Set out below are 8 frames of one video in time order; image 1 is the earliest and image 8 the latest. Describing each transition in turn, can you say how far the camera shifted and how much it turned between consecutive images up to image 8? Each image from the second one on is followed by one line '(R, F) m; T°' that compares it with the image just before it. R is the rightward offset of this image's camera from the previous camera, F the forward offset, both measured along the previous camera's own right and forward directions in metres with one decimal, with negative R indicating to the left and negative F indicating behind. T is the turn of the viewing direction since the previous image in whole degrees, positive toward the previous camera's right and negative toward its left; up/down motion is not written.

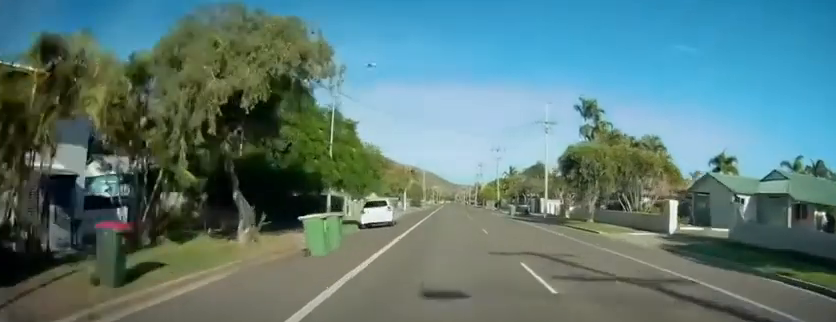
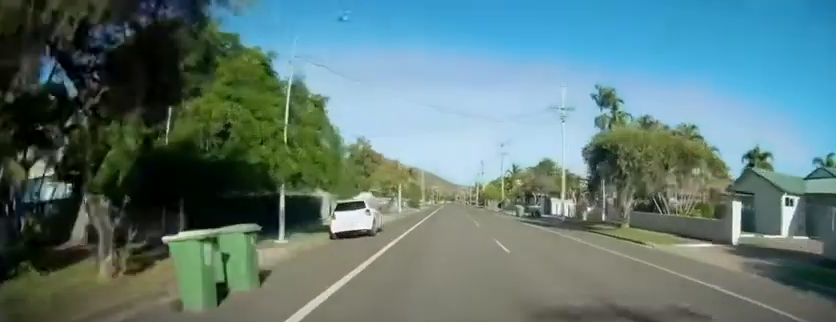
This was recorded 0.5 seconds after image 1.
(0.0, +6.4) m; 0°
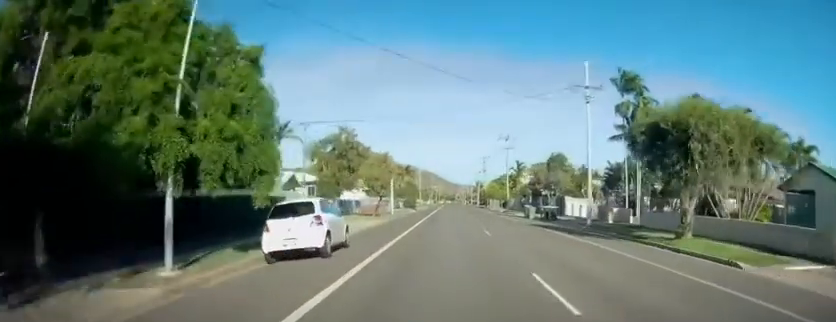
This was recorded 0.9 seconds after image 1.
(0.0, +6.1) m; 0°
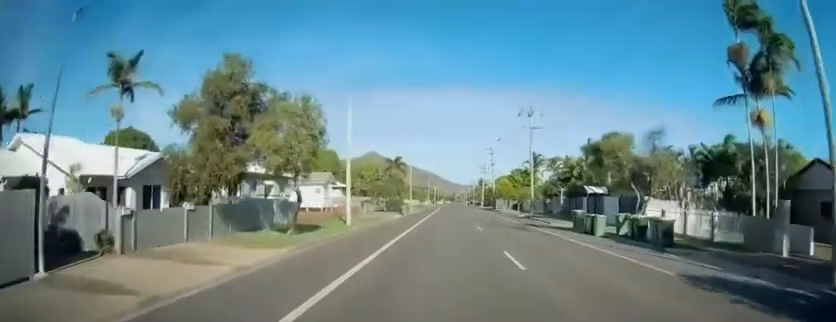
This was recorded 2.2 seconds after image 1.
(-0.2, +19.5) m; -1°
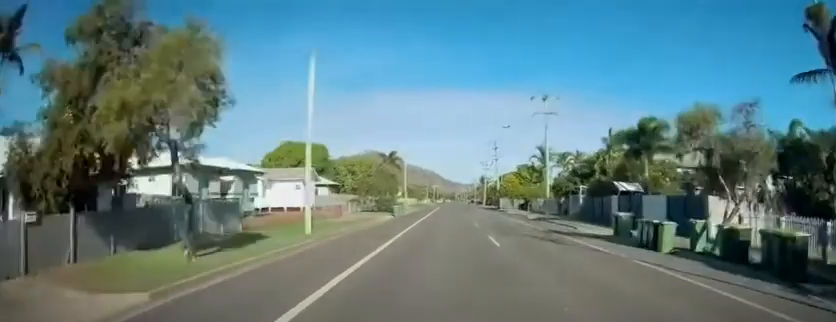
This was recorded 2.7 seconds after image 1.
(0.0, +7.6) m; 0°
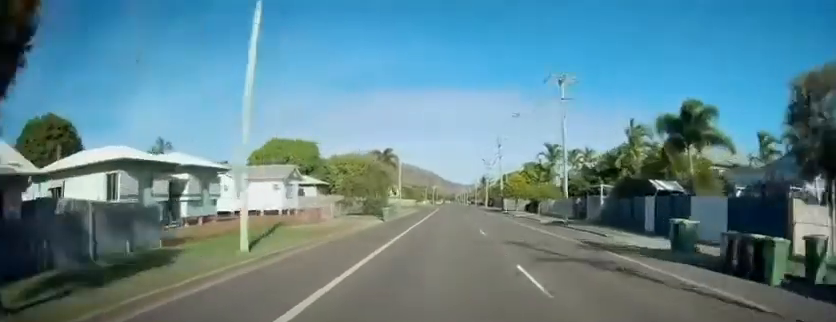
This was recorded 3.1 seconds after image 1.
(0.0, +6.2) m; 0°
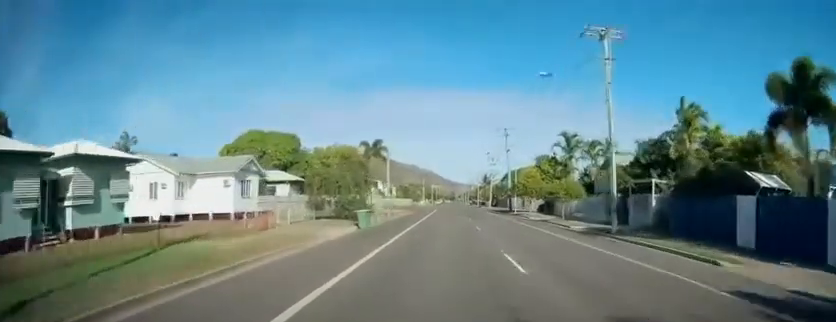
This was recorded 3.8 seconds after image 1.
(0.0, +9.9) m; 0°
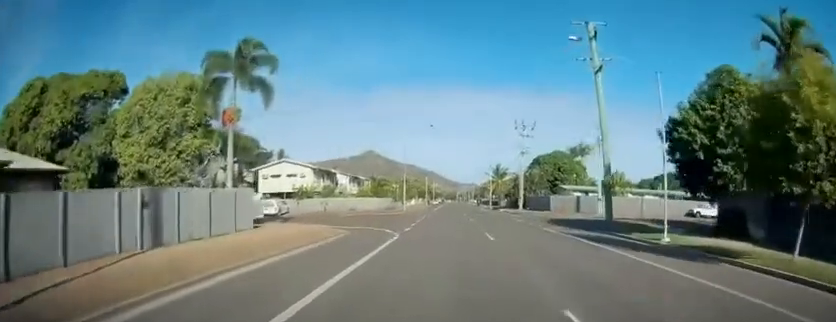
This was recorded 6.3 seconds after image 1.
(0.0, +40.9) m; +8°
